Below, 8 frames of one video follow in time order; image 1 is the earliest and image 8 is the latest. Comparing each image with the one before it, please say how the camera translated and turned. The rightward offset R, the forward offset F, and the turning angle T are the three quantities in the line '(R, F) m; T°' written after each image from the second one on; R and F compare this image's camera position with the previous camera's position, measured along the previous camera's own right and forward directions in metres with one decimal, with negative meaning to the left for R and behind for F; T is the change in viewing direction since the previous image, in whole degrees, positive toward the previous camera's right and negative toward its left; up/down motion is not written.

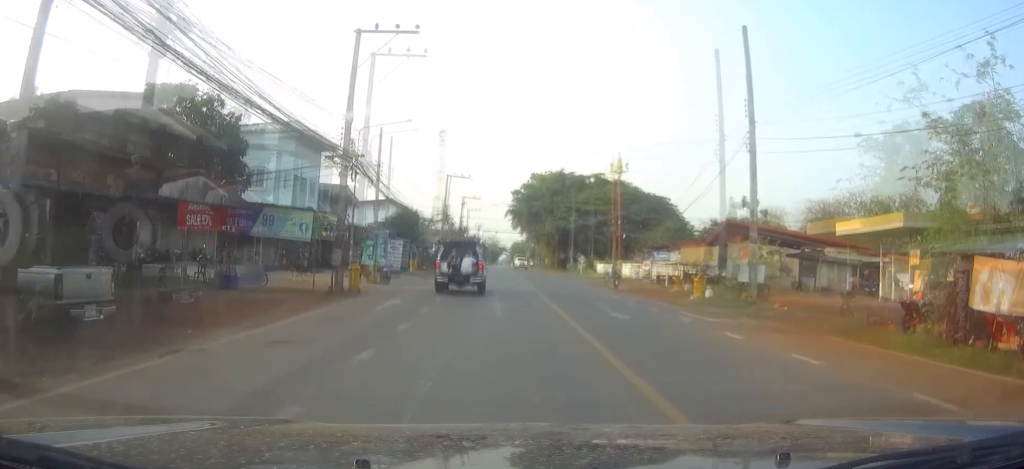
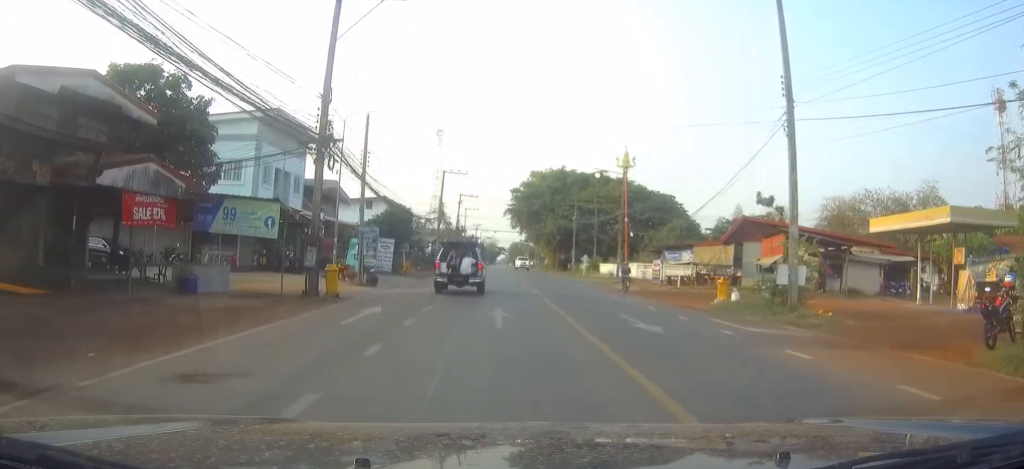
(0.0, +4.4) m; 0°
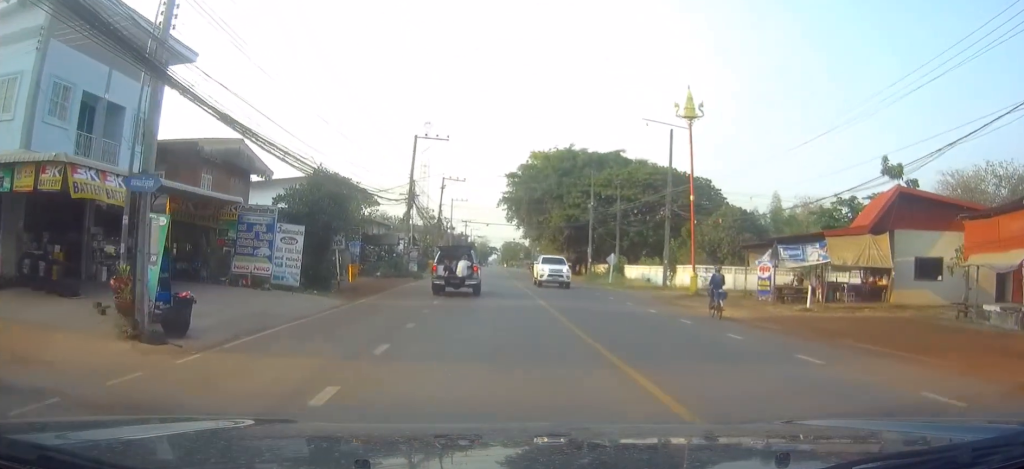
(+0.2, +22.8) m; +1°
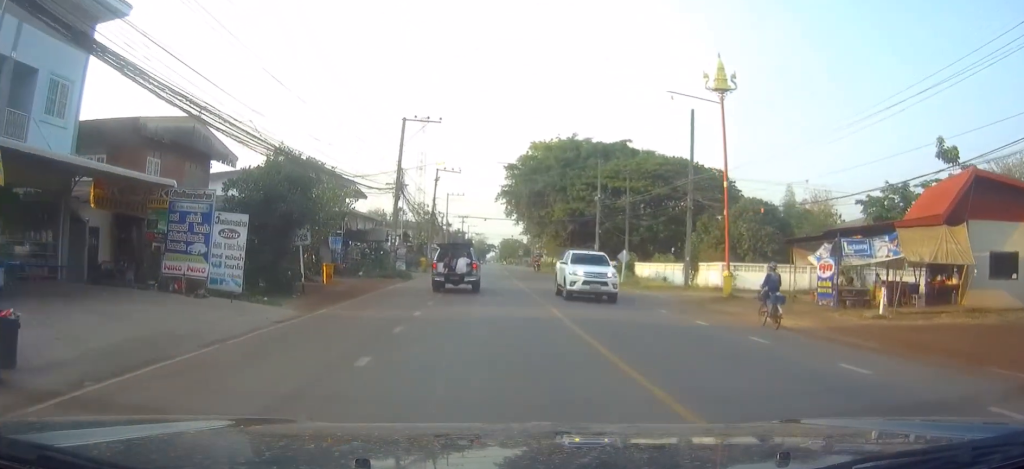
(0.0, +5.5) m; 0°
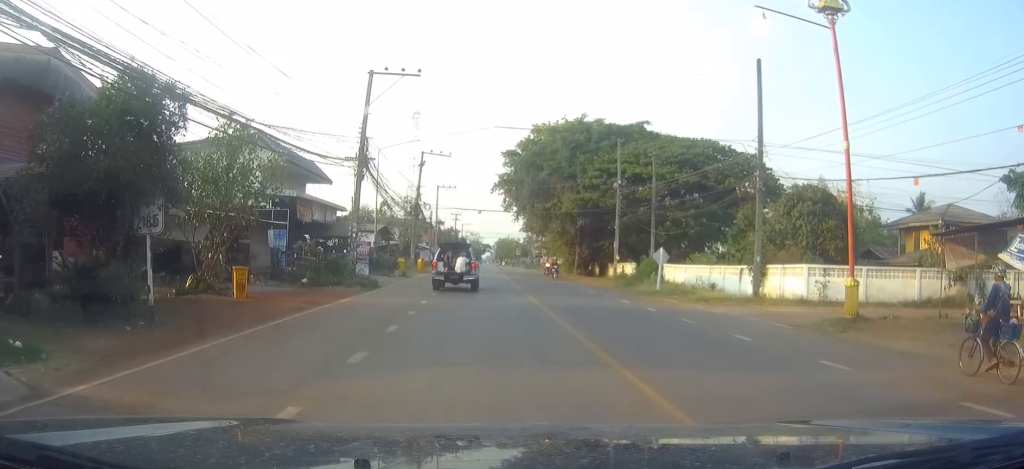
(-0.1, +11.5) m; 0°
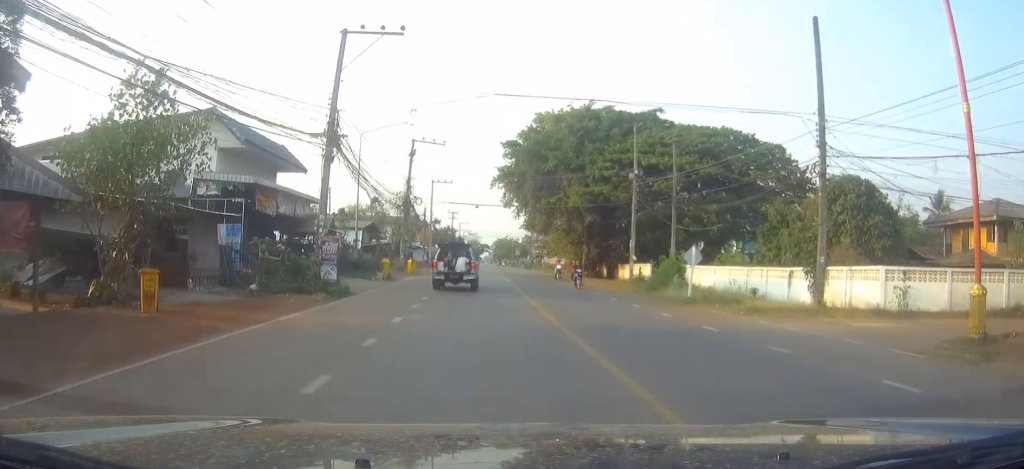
(+0.1, +5.8) m; 0°
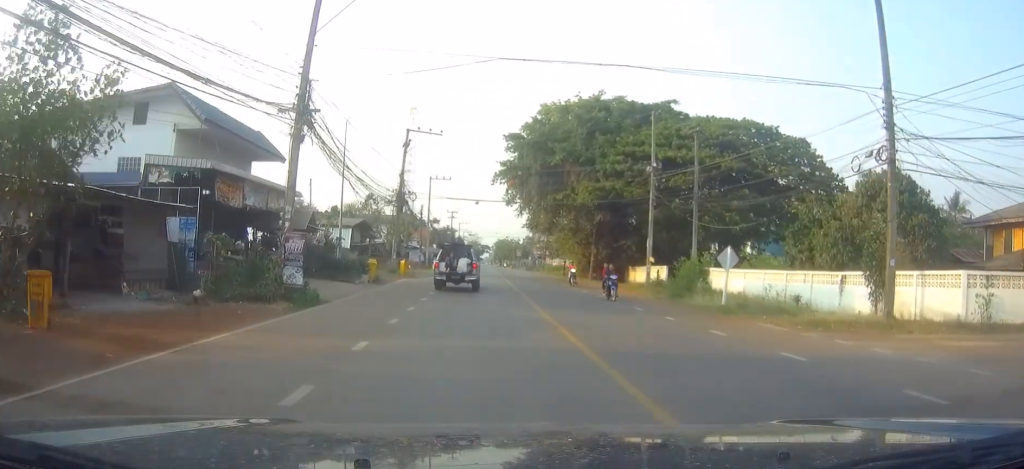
(+0.1, +4.7) m; 0°
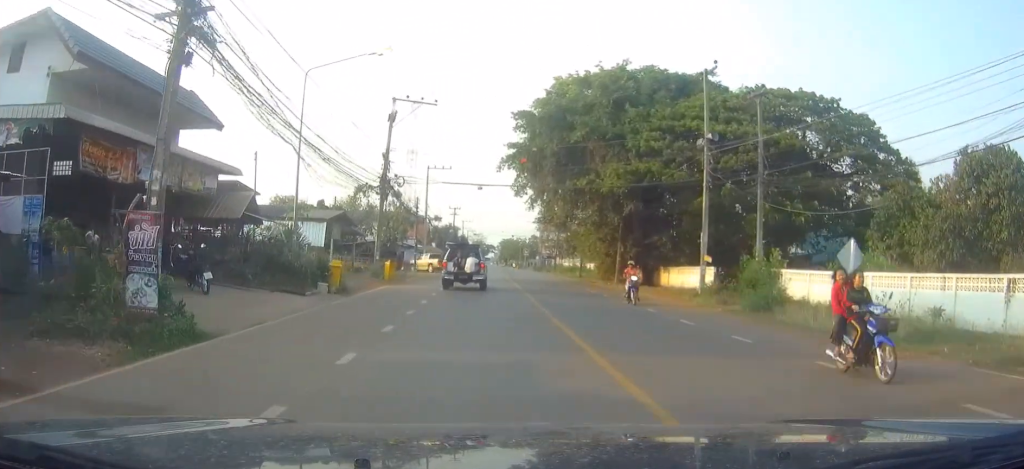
(-0.1, +8.8) m; -2°
